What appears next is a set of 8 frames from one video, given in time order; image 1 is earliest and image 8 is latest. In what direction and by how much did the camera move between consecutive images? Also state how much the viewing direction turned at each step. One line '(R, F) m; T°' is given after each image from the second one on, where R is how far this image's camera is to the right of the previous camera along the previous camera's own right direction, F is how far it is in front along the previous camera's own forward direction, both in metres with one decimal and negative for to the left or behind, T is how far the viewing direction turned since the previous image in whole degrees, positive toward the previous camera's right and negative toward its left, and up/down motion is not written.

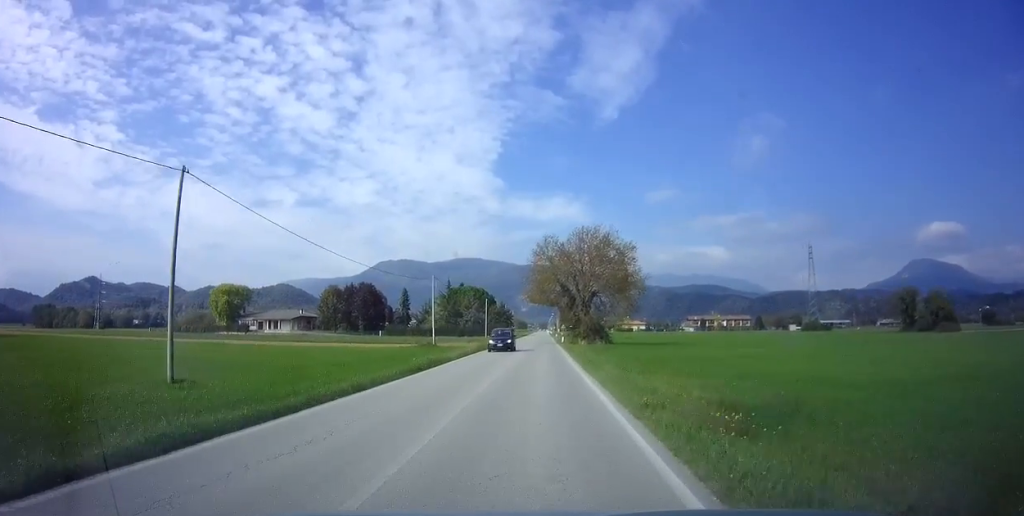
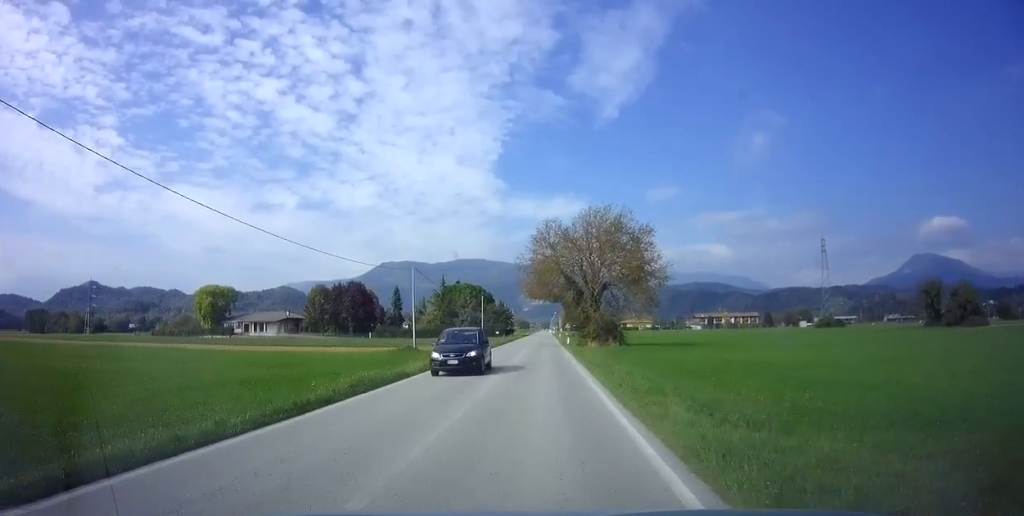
(-0.1, +9.2) m; 0°
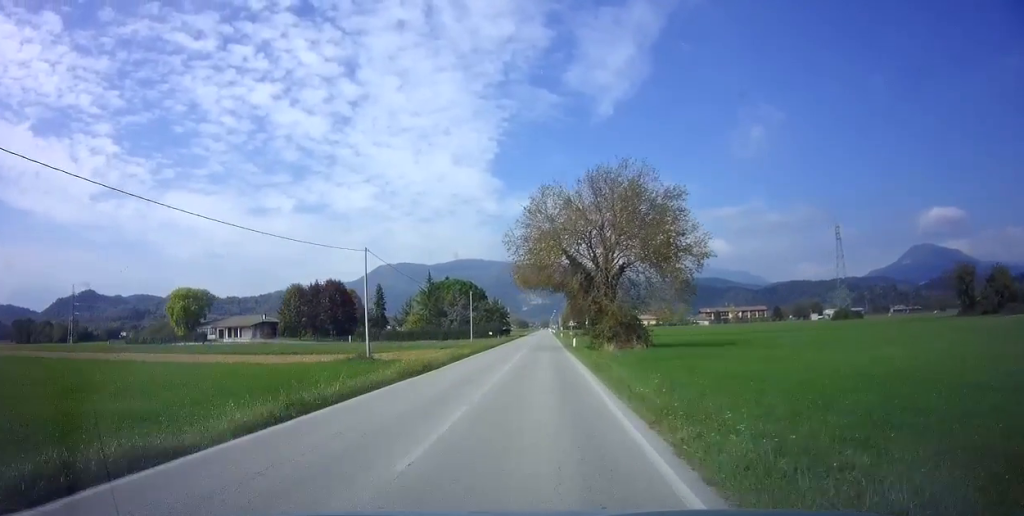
(0.0, +12.3) m; 0°
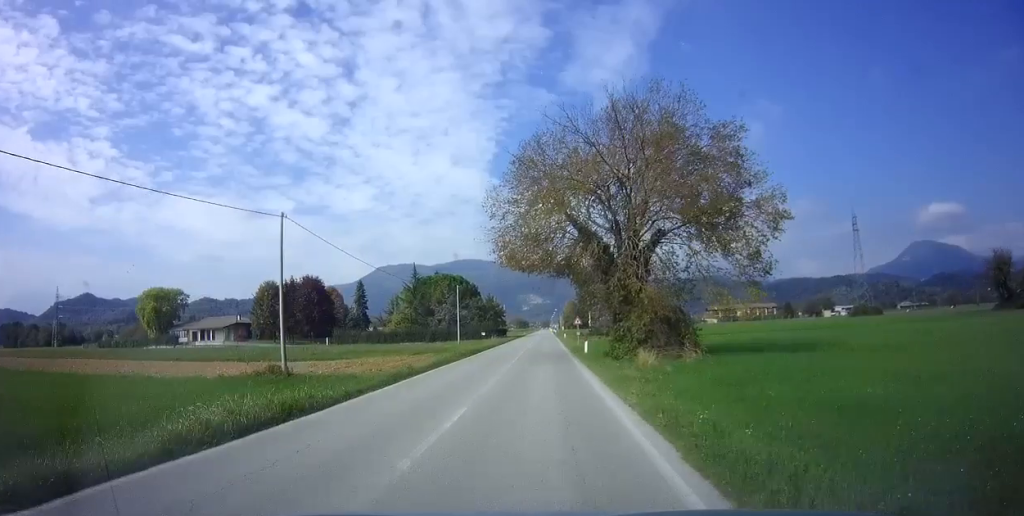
(0.0, +11.7) m; 0°
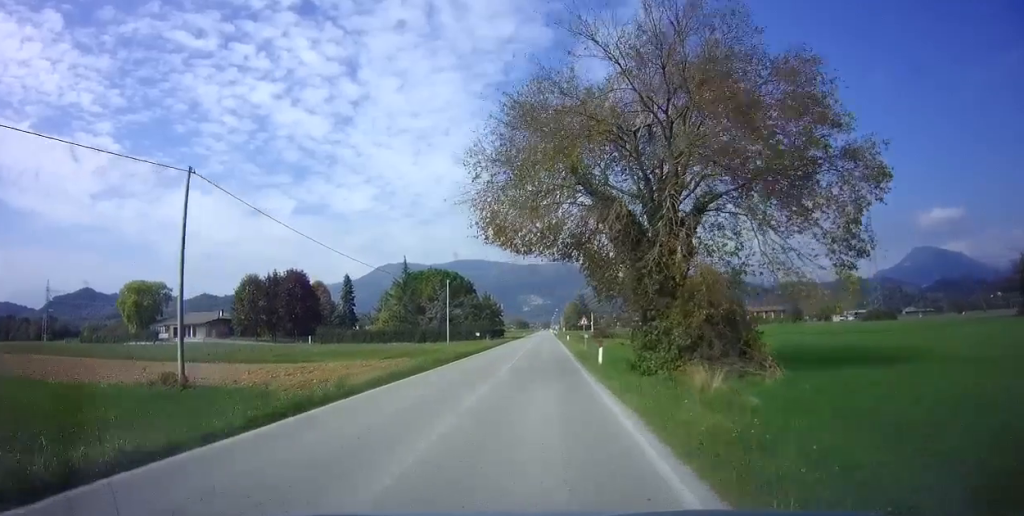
(0.0, +7.4) m; 0°
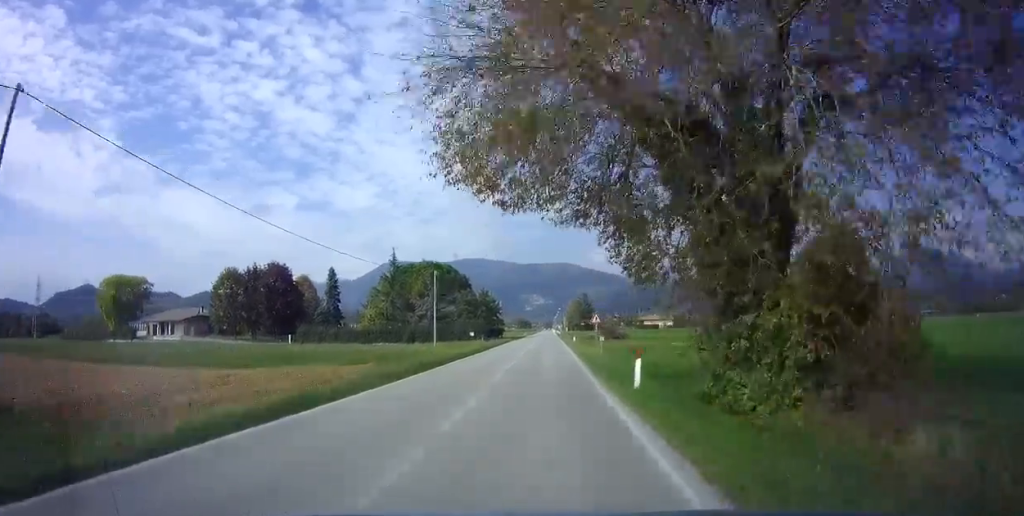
(0.0, +8.0) m; 0°
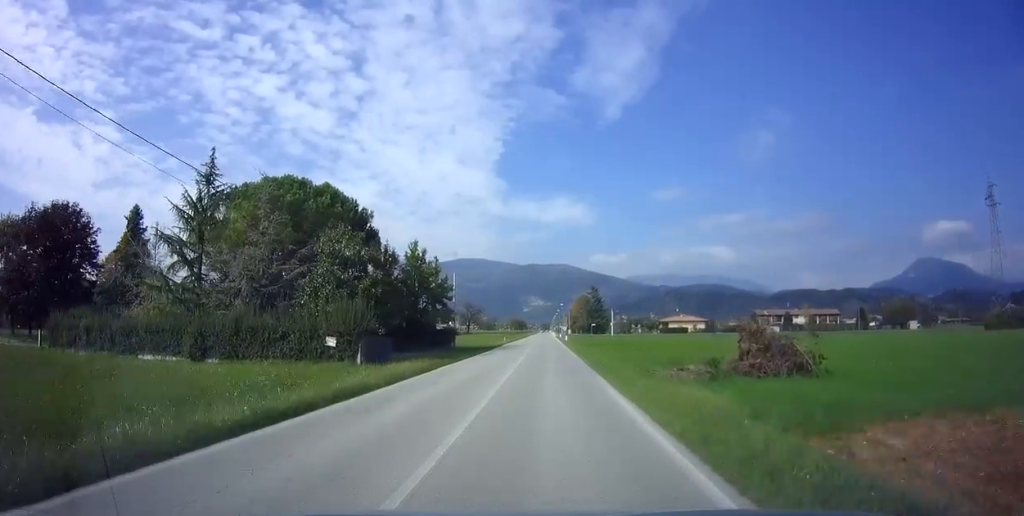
(-0.2, +47.1) m; 0°
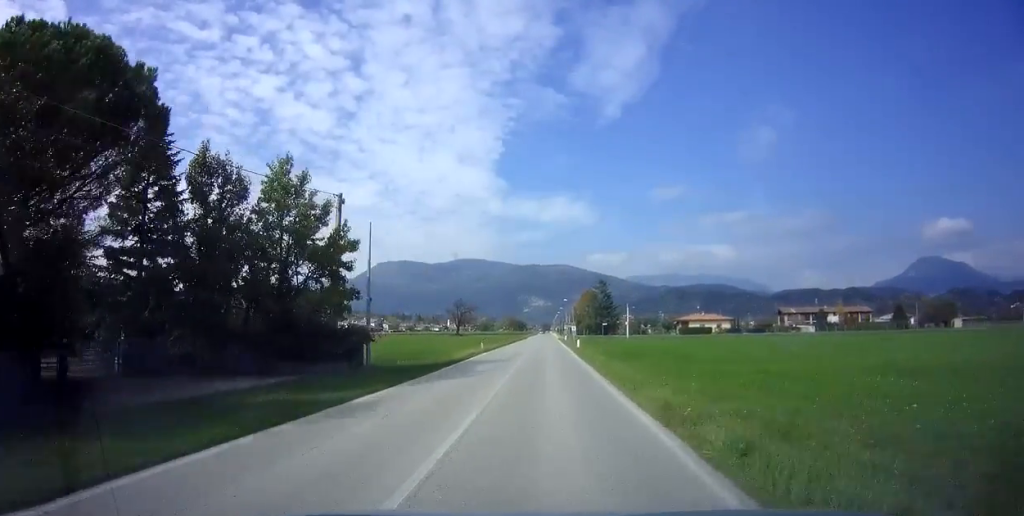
(+0.1, +23.8) m; 0°
